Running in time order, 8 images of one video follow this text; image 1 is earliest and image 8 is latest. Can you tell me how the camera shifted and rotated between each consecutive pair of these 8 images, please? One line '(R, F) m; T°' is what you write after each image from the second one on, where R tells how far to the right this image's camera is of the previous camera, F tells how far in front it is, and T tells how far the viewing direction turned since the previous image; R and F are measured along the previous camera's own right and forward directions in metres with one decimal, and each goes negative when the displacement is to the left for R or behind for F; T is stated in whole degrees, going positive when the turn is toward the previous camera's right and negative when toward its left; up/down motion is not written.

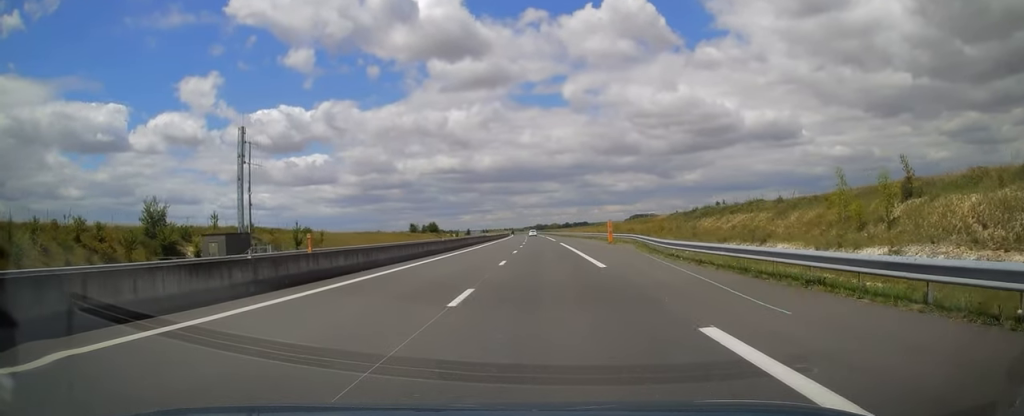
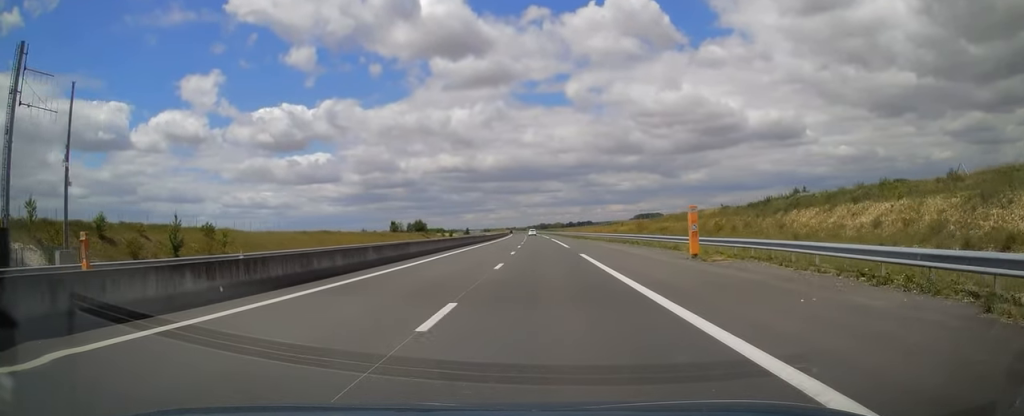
(-0.2, +28.3) m; -1°
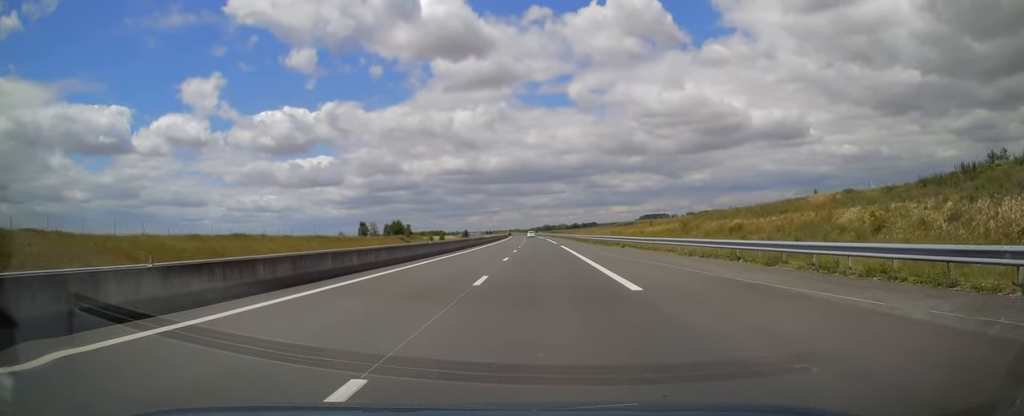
(0.0, +31.3) m; 0°
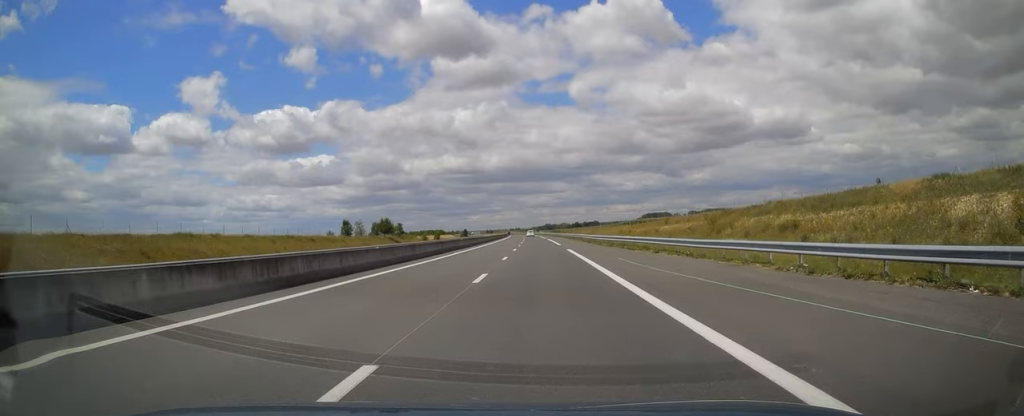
(+0.2, +12.2) m; 0°
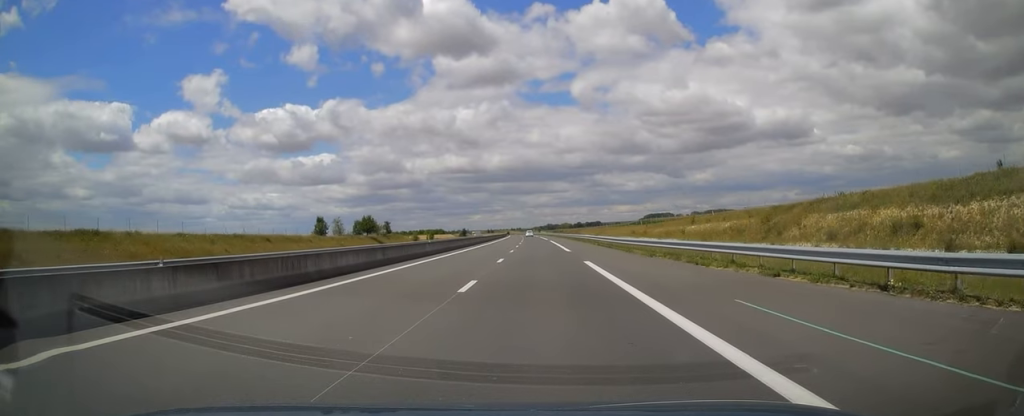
(-0.1, +15.1) m; 0°
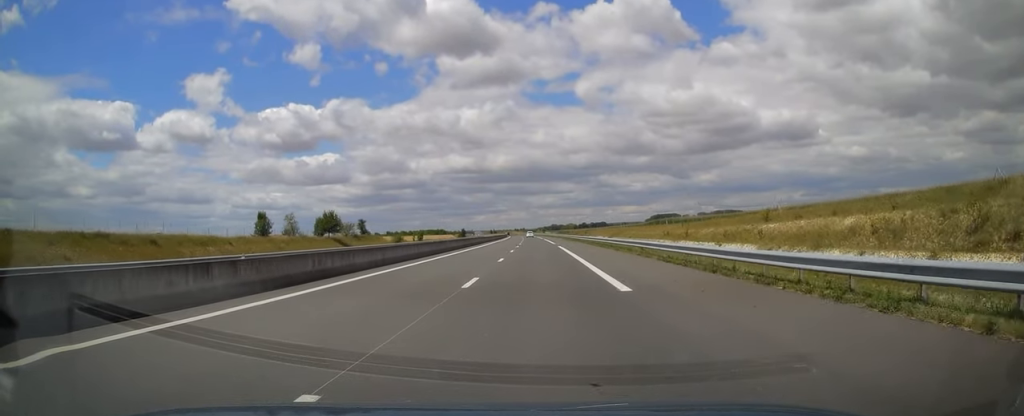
(-0.2, +24.5) m; -1°
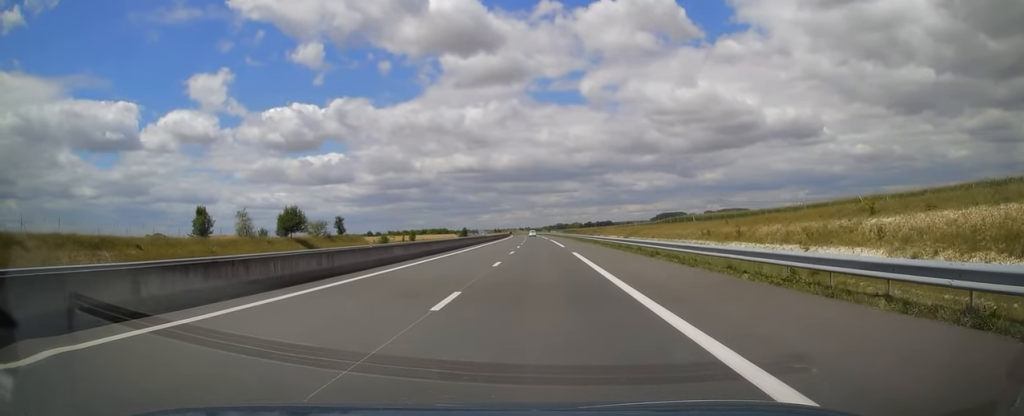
(0.0, +17.1) m; 0°
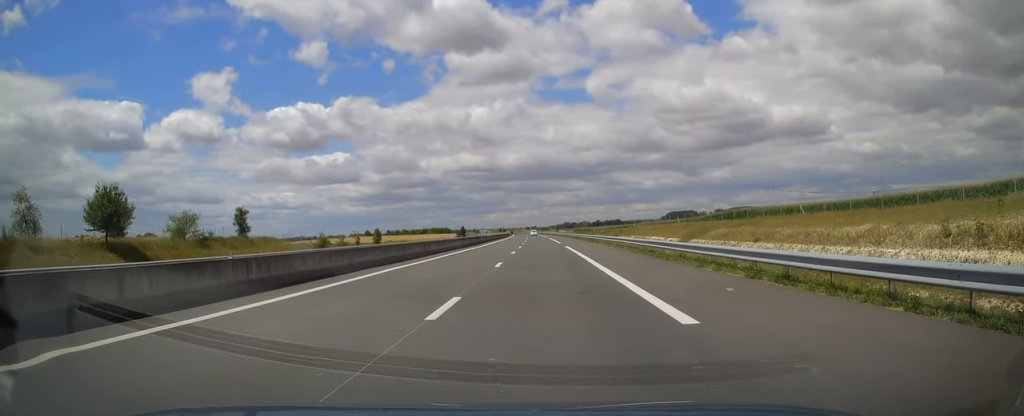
(-0.1, +39.7) m; 0°
